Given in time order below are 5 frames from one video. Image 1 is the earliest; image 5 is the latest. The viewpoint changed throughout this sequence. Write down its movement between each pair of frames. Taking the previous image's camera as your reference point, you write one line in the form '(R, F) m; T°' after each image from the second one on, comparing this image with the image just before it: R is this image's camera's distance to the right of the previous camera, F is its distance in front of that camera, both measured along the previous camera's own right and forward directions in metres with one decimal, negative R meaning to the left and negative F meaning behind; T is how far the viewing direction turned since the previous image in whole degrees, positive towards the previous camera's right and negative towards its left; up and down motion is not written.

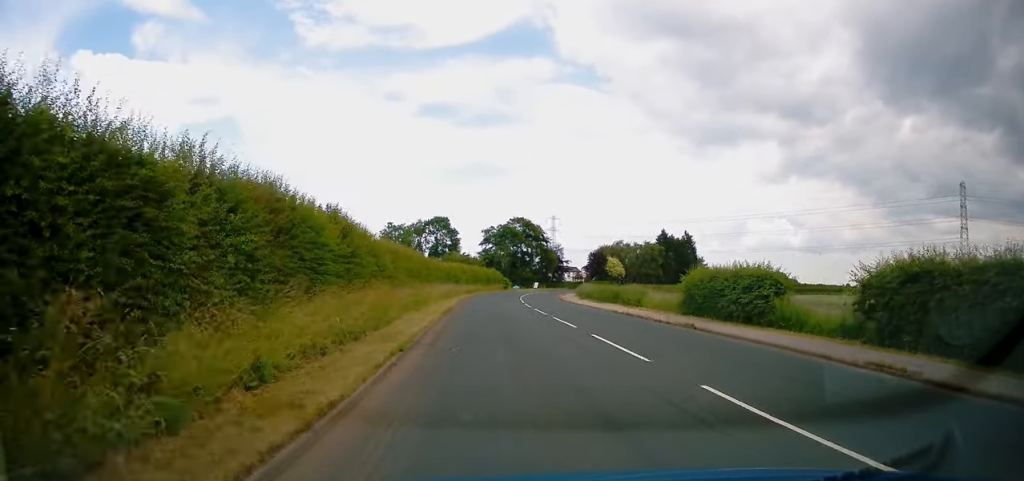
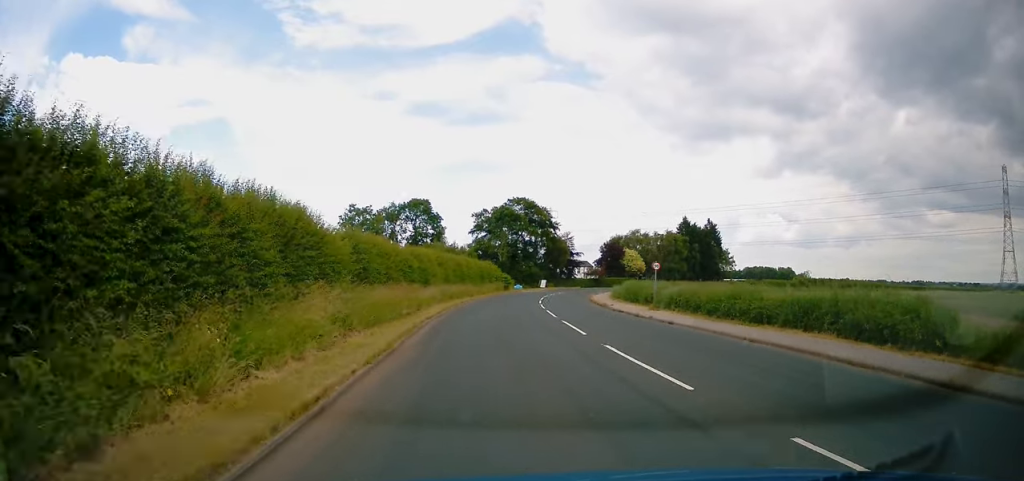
(-0.2, +29.0) m; 0°
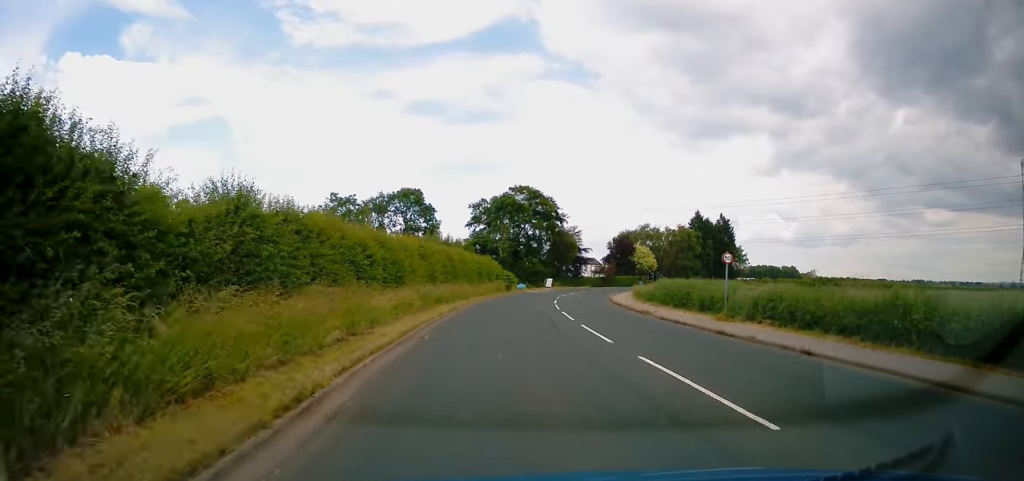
(+0.1, +11.0) m; +1°
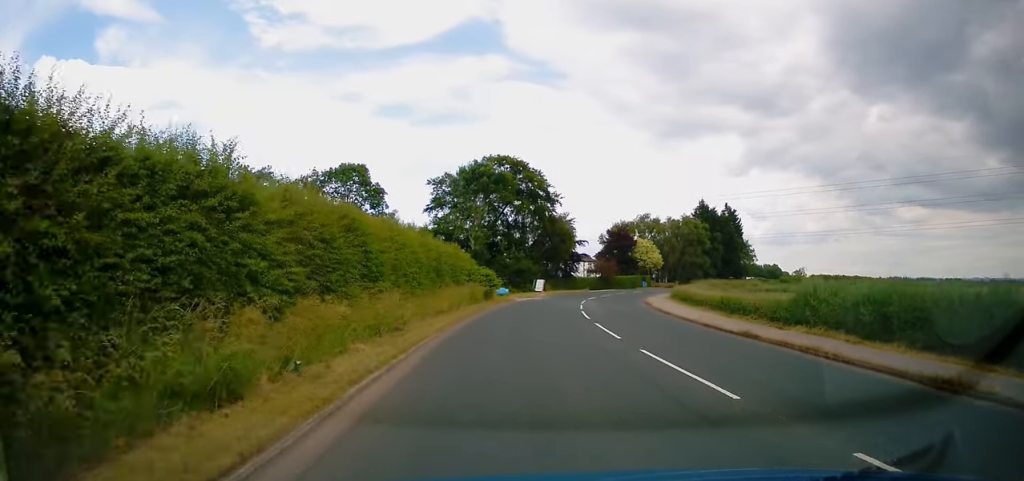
(+0.6, +23.6) m; +3°
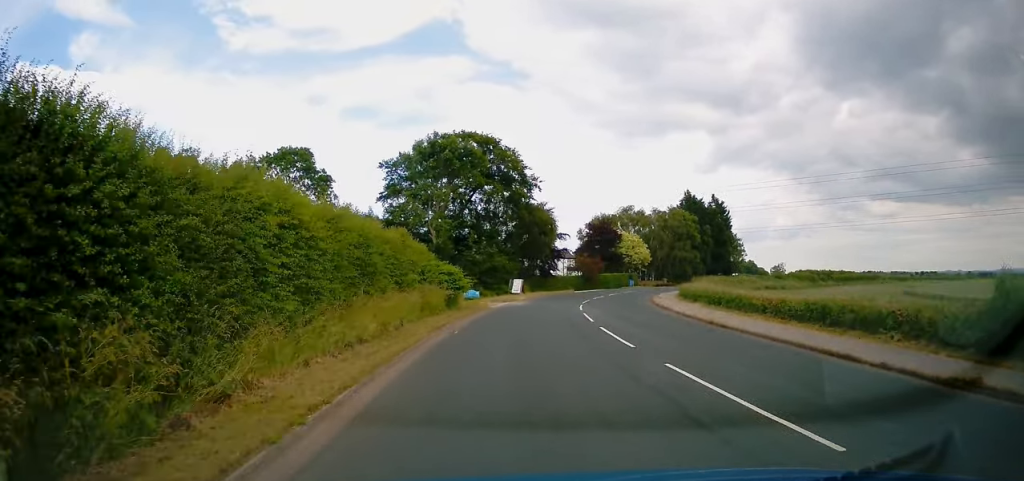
(+0.1, +11.3) m; +2°
